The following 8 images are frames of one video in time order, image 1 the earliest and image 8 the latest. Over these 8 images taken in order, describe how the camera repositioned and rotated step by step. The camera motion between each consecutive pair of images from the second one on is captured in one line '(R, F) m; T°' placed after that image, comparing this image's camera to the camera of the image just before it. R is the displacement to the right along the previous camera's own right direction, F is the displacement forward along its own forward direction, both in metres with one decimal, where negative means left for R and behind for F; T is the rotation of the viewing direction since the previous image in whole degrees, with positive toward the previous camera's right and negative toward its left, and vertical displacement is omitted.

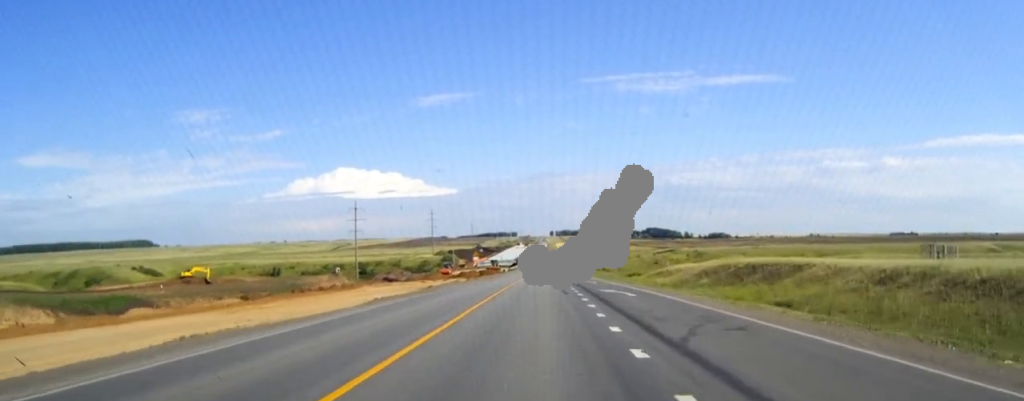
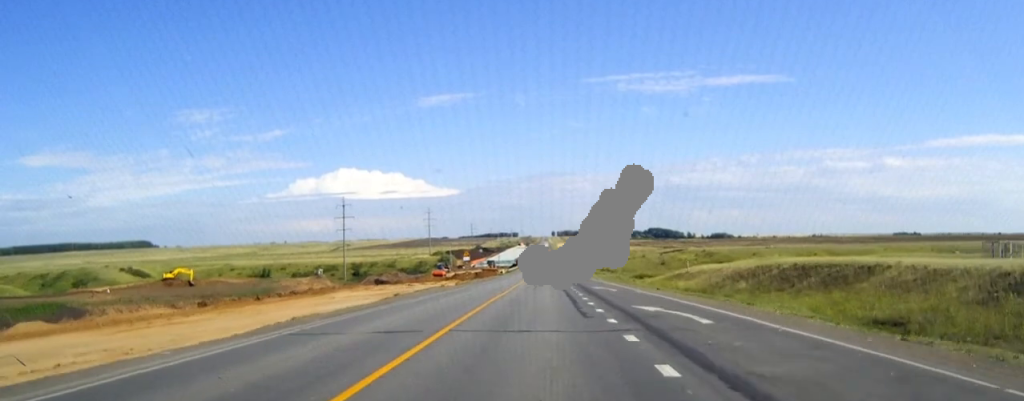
(0.0, +13.8) m; 0°
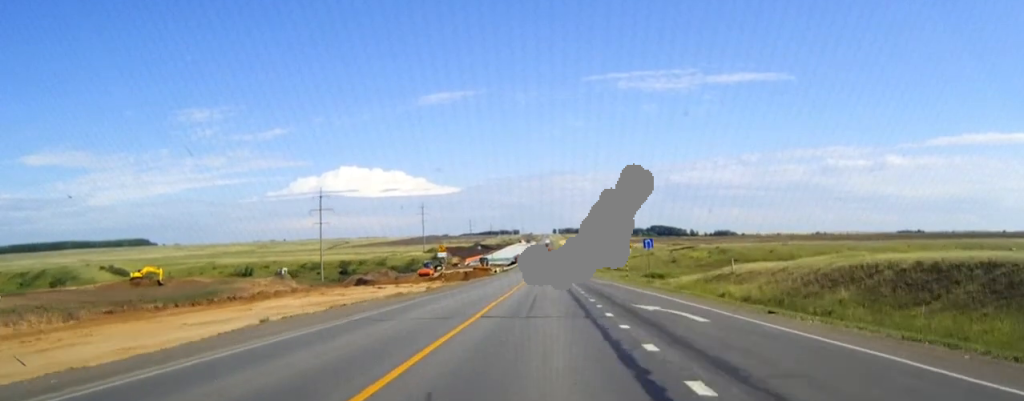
(0.0, +21.3) m; 0°
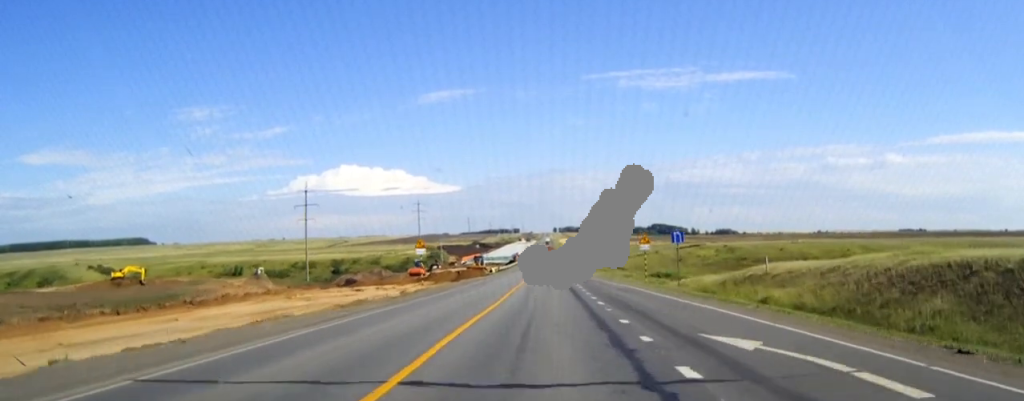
(0.0, +10.8) m; 0°
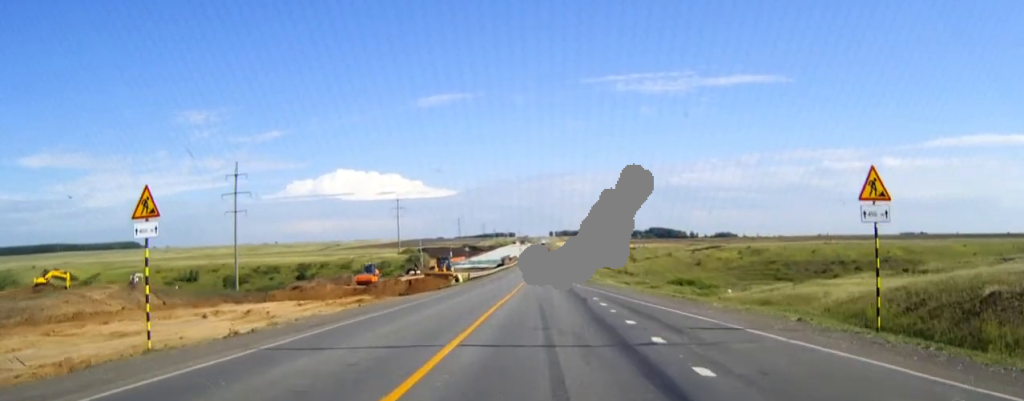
(0.0, +36.1) m; 0°
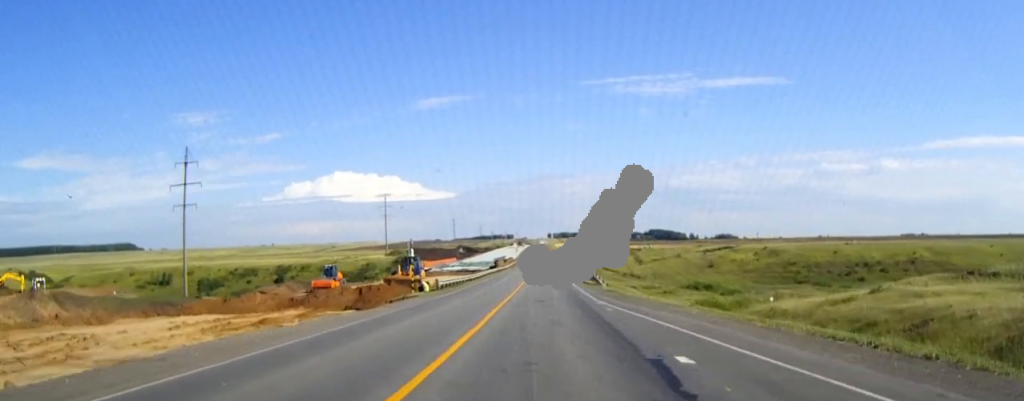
(0.0, +18.5) m; 0°
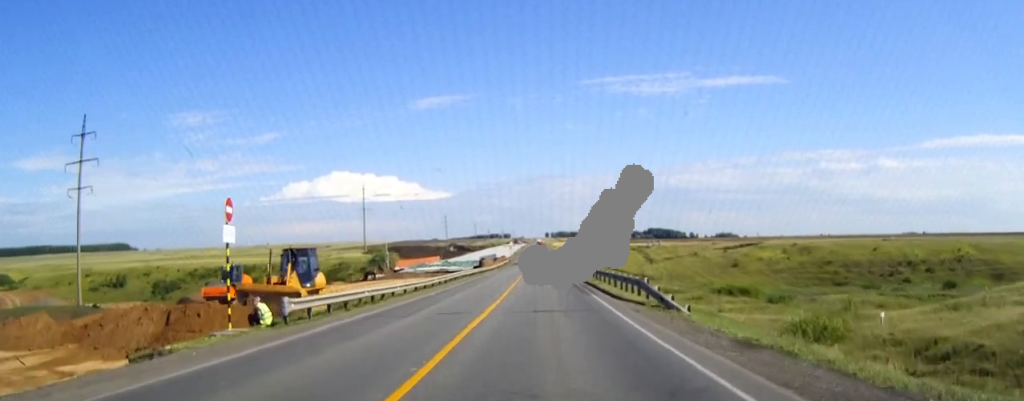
(+0.1, +27.3) m; 0°
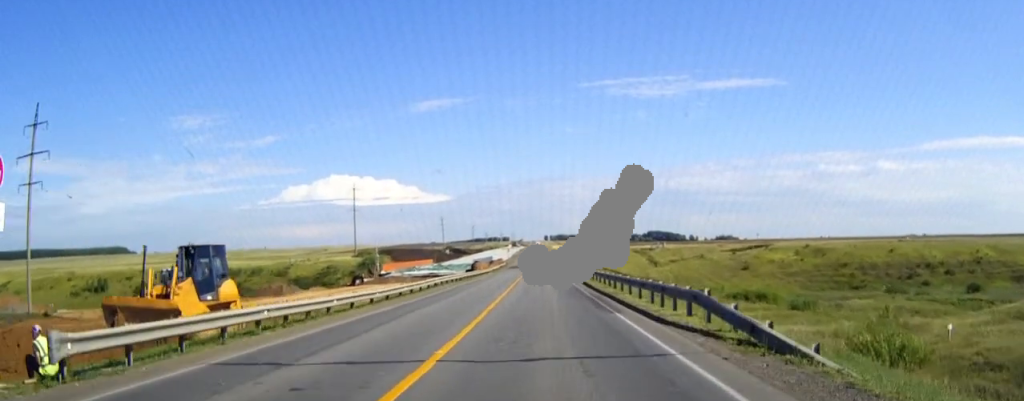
(0.0, +9.9) m; 0°
